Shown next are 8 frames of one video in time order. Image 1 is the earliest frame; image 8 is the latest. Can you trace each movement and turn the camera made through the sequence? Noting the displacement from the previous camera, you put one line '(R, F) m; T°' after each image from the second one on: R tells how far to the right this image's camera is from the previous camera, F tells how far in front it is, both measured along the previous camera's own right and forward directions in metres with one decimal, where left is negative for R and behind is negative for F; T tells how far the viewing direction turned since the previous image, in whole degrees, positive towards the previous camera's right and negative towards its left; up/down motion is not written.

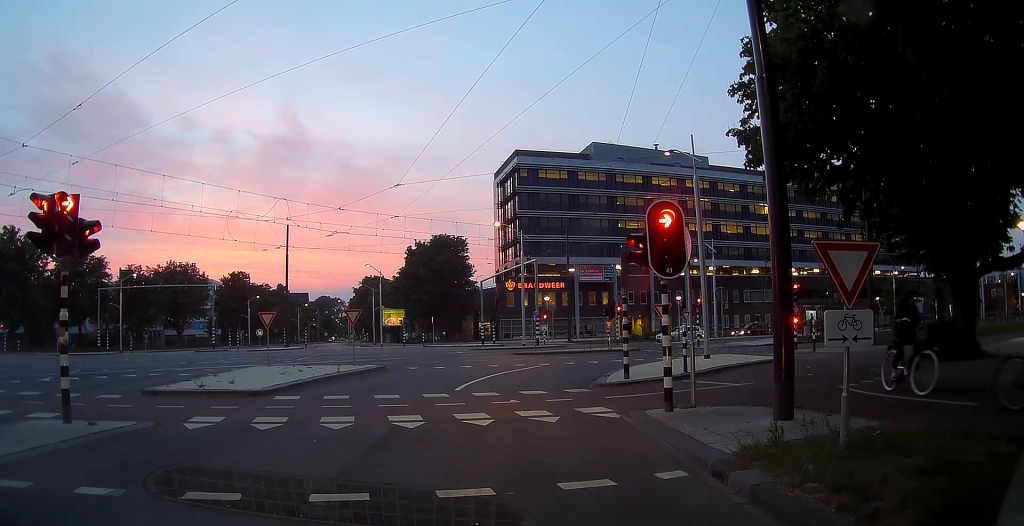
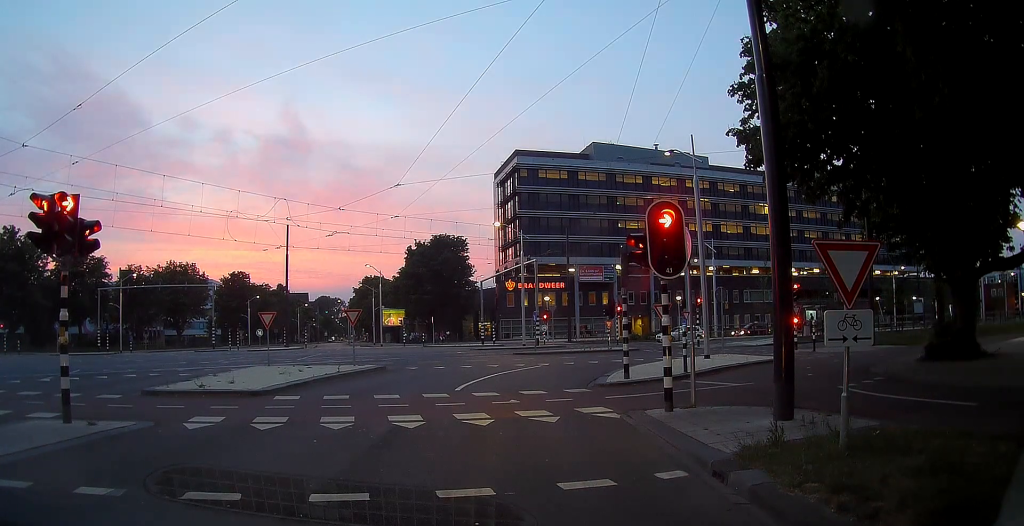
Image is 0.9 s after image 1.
(0.0, 0.0) m; 0°
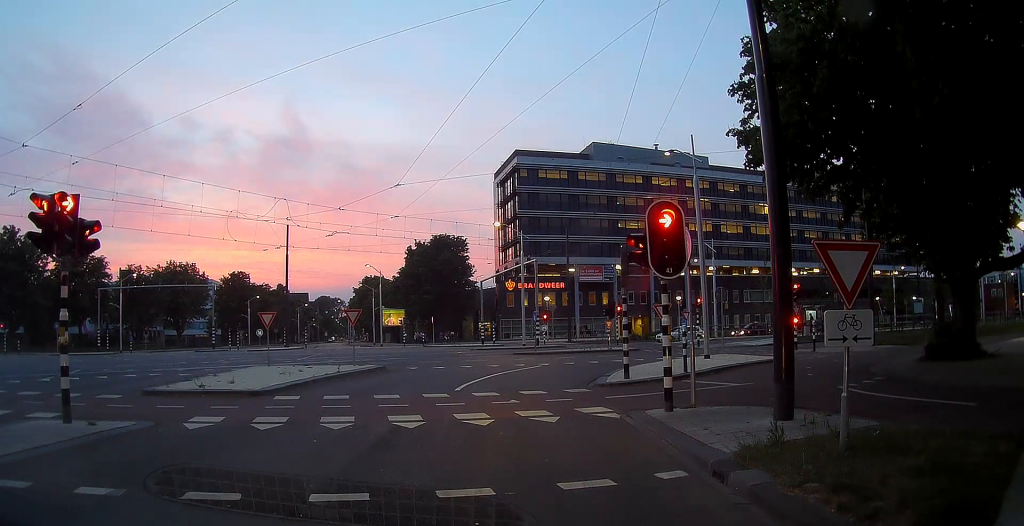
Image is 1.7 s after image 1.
(0.0, 0.0) m; 0°
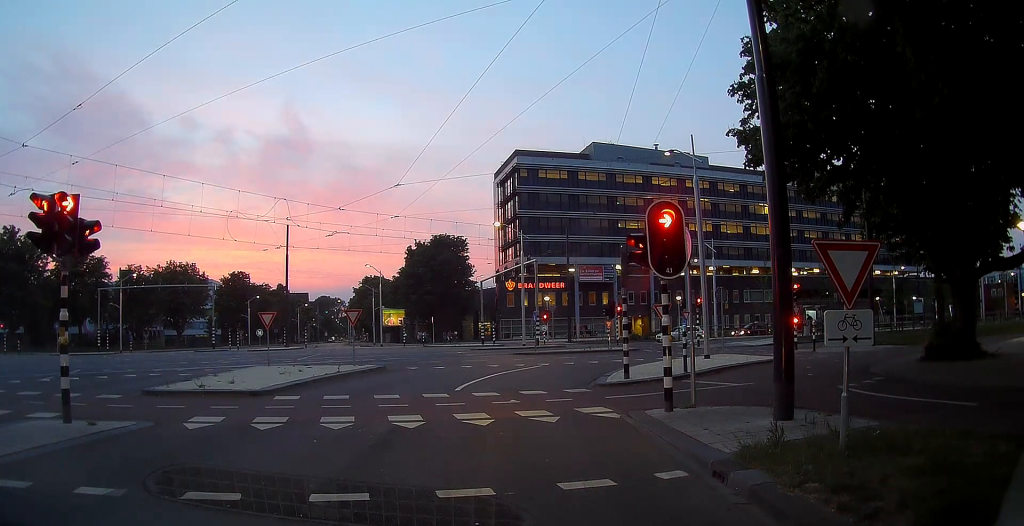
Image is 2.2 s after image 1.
(0.0, 0.0) m; 0°
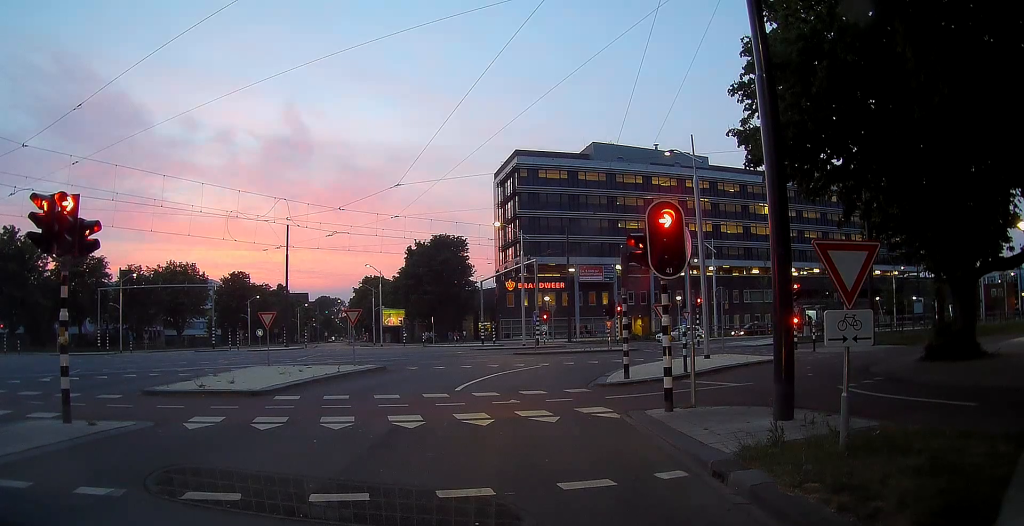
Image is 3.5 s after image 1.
(0.0, 0.0) m; 0°
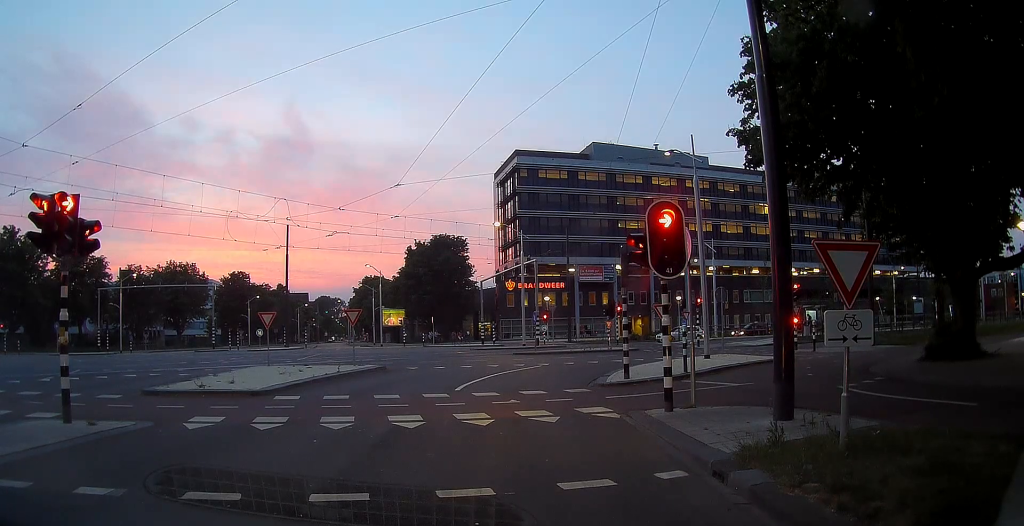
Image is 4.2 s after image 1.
(0.0, 0.0) m; 0°
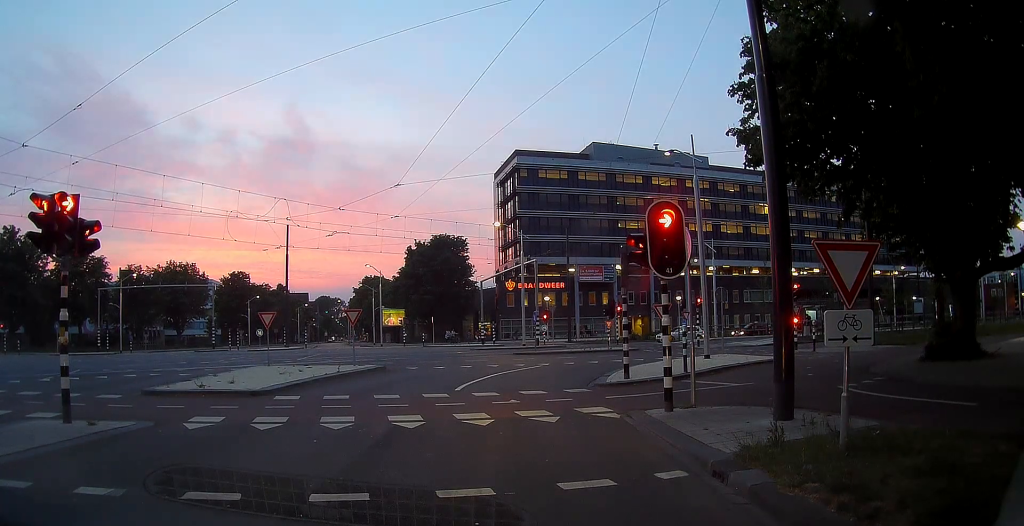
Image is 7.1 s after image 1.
(0.0, 0.0) m; 0°
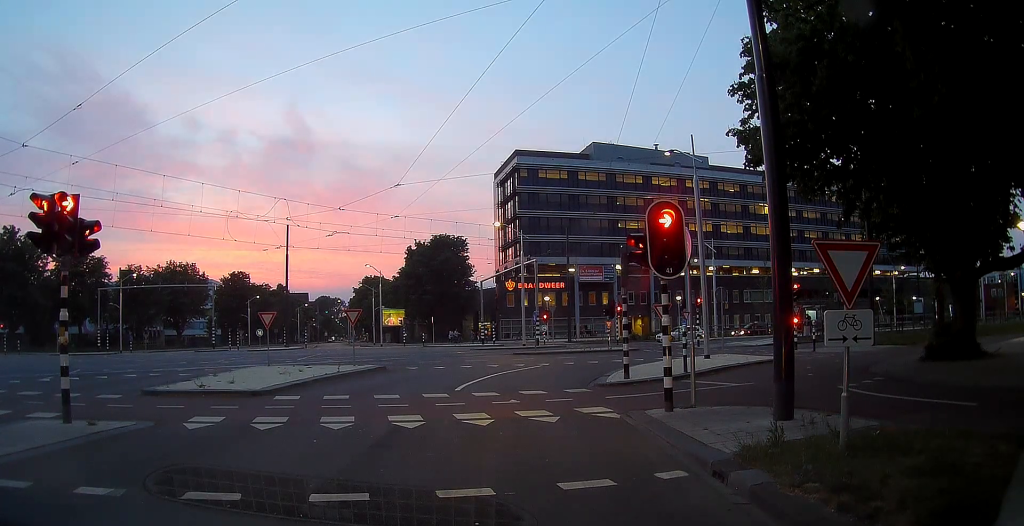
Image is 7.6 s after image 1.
(0.0, 0.0) m; 0°
